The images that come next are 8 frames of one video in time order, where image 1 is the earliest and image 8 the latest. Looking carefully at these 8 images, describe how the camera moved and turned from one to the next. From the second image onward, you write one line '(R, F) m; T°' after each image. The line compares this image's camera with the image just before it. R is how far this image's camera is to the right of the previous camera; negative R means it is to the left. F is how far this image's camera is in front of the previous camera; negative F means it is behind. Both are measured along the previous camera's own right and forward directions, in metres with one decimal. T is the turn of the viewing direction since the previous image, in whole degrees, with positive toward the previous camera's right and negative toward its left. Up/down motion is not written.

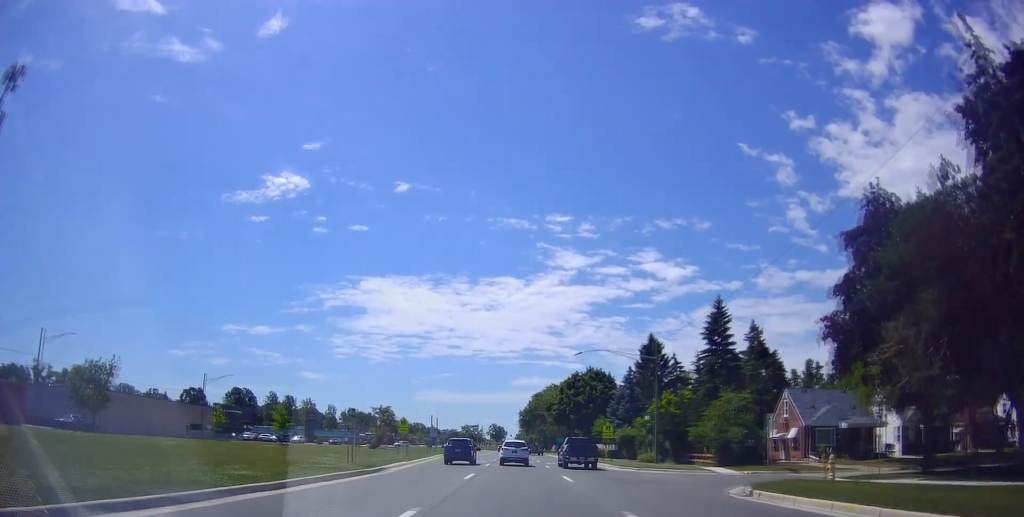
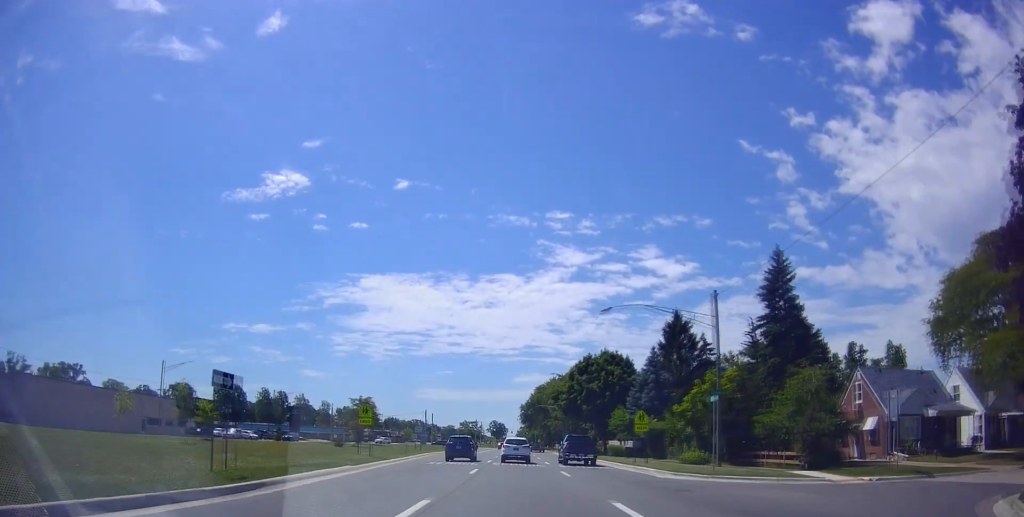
(+0.4, +13.5) m; +1°
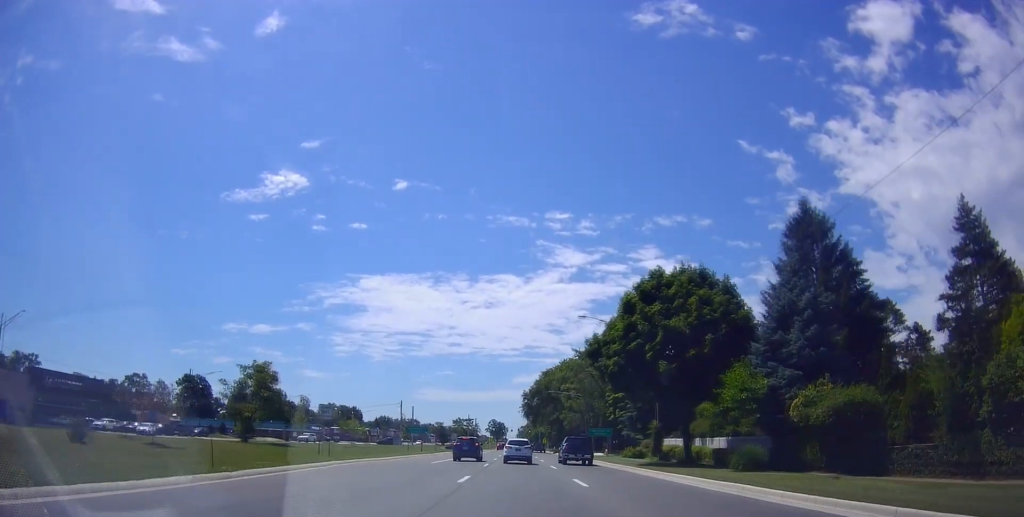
(+0.3, +34.9) m; 0°
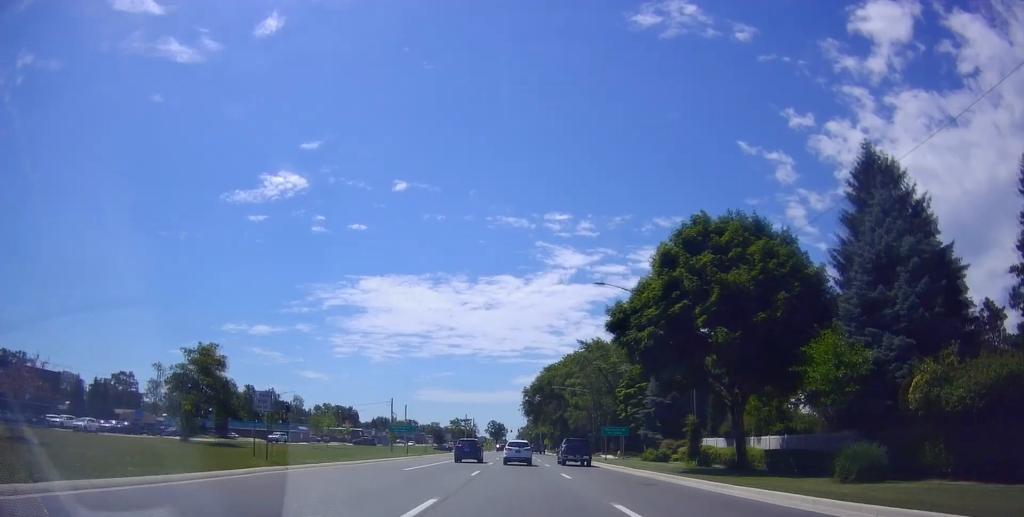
(-0.2, +9.4) m; 0°
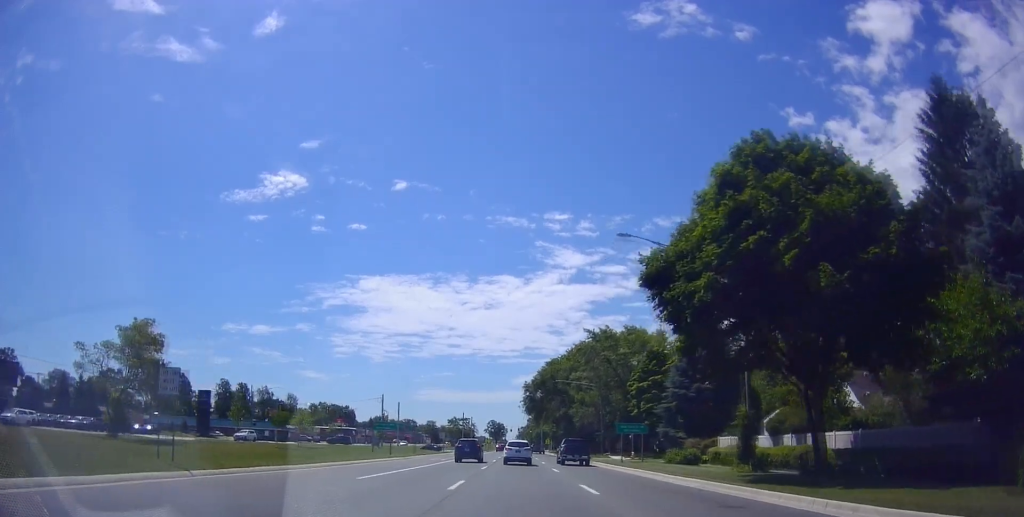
(+0.1, +8.2) m; 0°
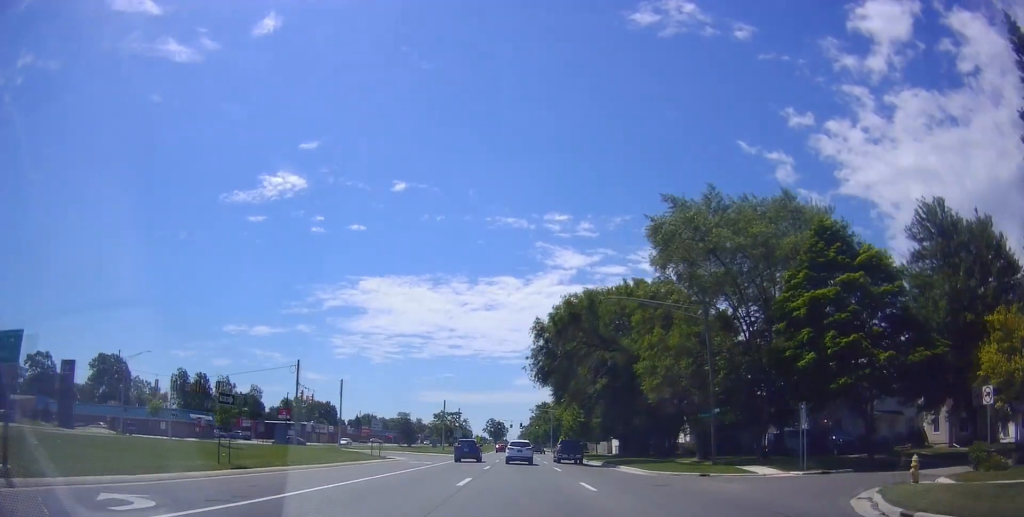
(-0.5, +43.4) m; -3°
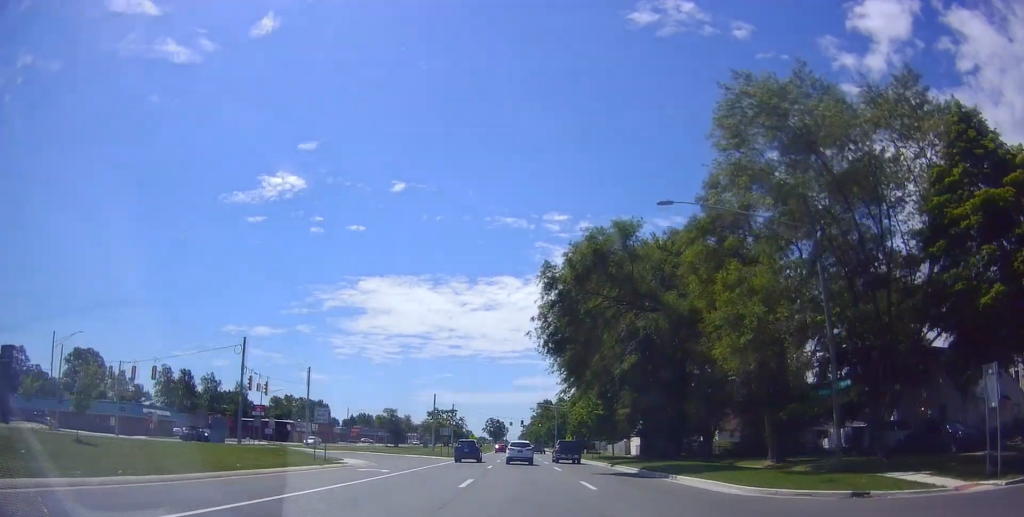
(-0.2, +13.8) m; 0°
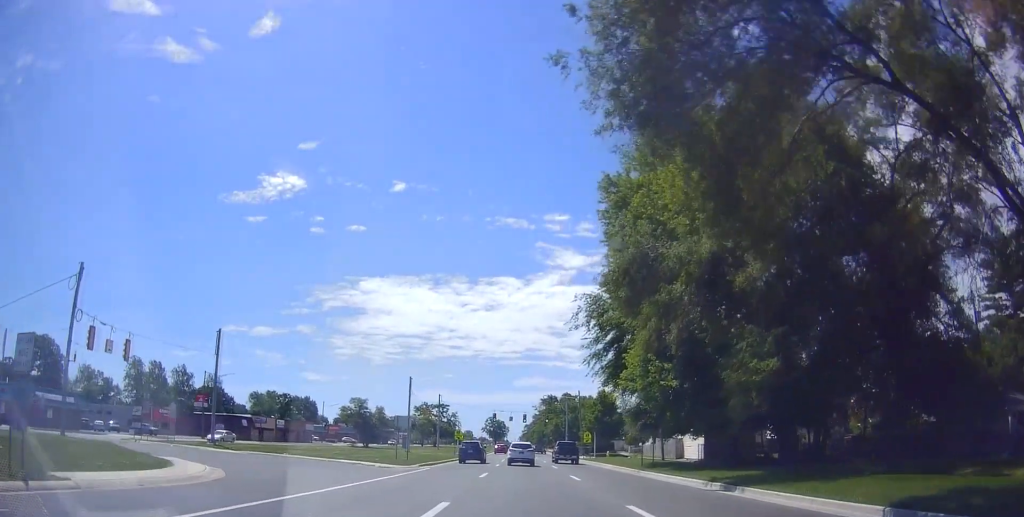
(+0.6, +23.4) m; +2°
